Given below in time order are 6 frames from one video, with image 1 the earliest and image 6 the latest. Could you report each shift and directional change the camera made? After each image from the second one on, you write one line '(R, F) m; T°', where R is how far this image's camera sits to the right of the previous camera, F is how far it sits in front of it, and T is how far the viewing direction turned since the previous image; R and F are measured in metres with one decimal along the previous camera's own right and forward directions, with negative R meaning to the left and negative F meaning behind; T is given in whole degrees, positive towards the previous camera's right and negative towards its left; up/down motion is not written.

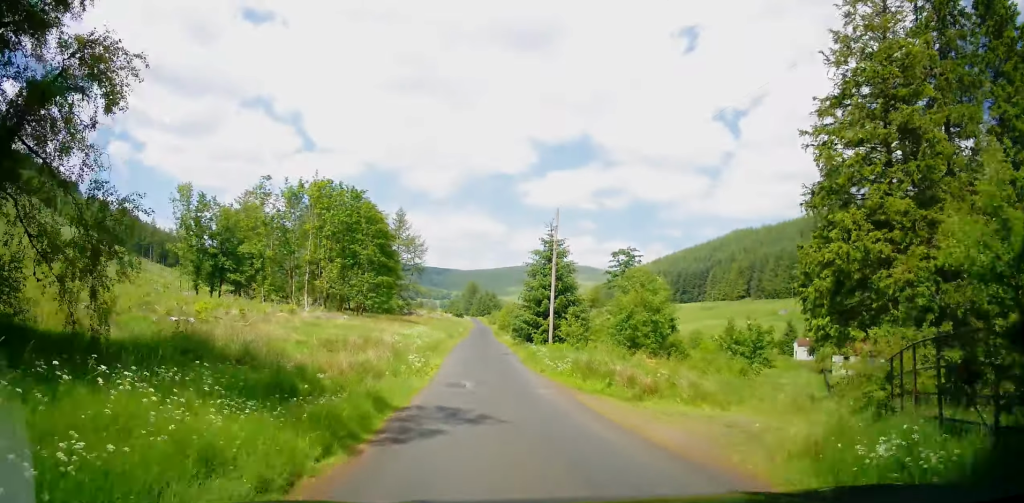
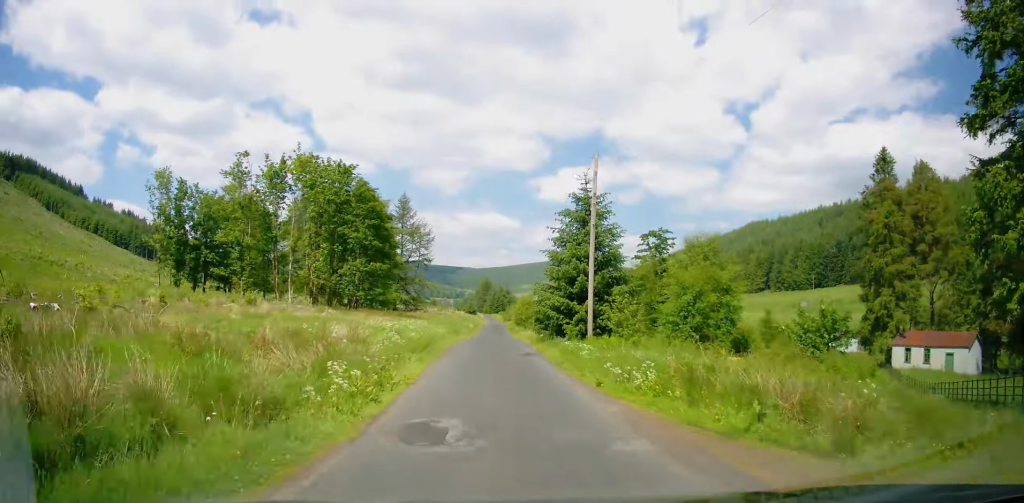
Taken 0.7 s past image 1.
(0.0, +8.9) m; -3°
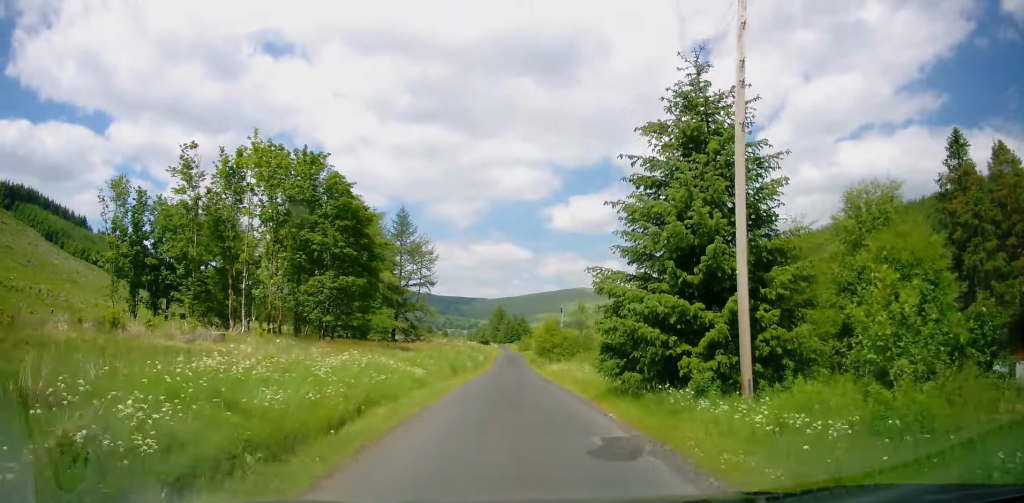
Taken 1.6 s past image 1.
(-0.5, +12.5) m; -4°
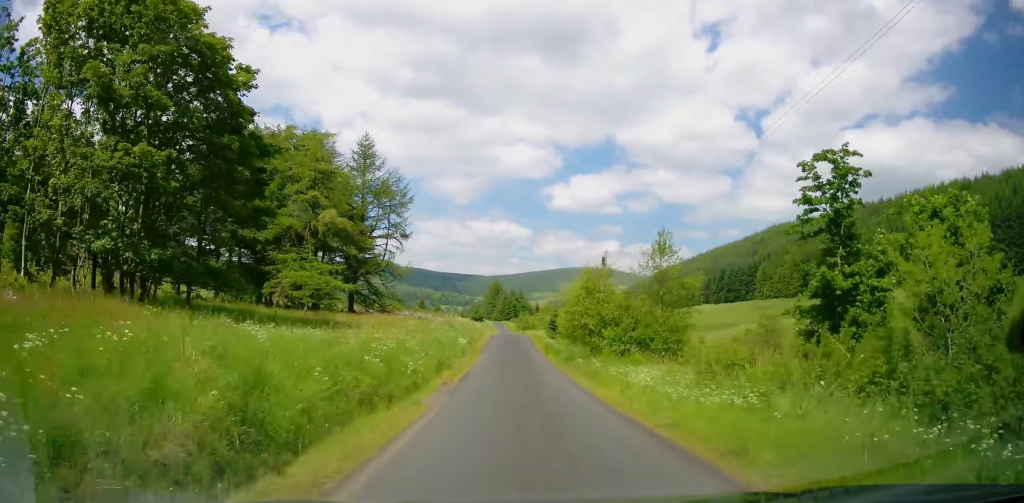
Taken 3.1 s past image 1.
(-0.2, +22.5) m; 0°
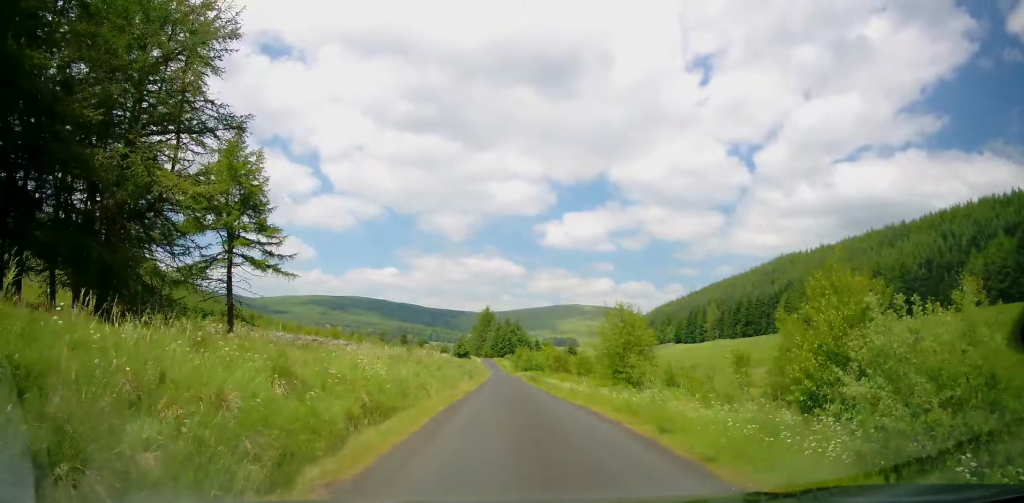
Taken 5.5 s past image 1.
(+0.4, +40.7) m; +1°
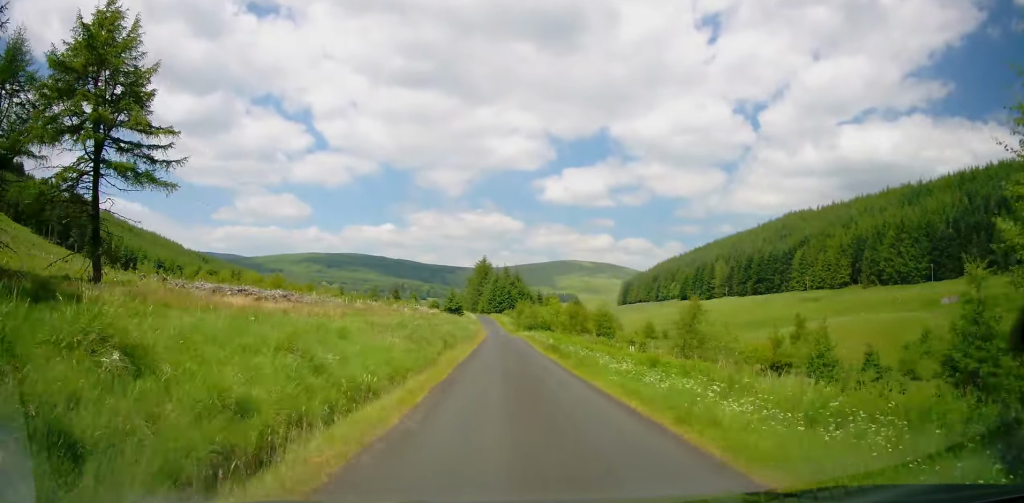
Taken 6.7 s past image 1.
(-0.2, +20.4) m; 0°
